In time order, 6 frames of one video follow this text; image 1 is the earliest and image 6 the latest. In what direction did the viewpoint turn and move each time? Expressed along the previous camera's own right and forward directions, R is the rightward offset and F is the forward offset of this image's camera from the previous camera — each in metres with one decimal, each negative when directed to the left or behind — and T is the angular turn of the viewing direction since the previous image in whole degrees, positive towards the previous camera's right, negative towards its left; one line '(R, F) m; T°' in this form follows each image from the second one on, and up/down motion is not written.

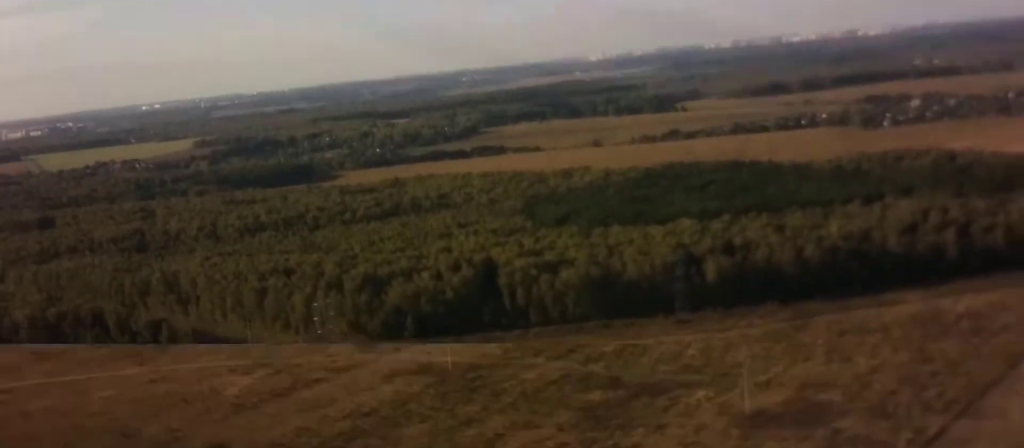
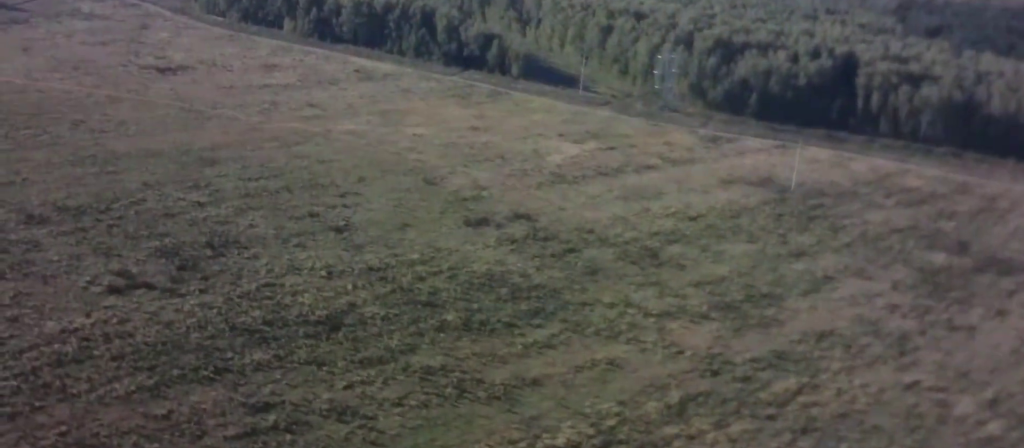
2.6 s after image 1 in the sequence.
(-4.4, +52.3) m; -9°
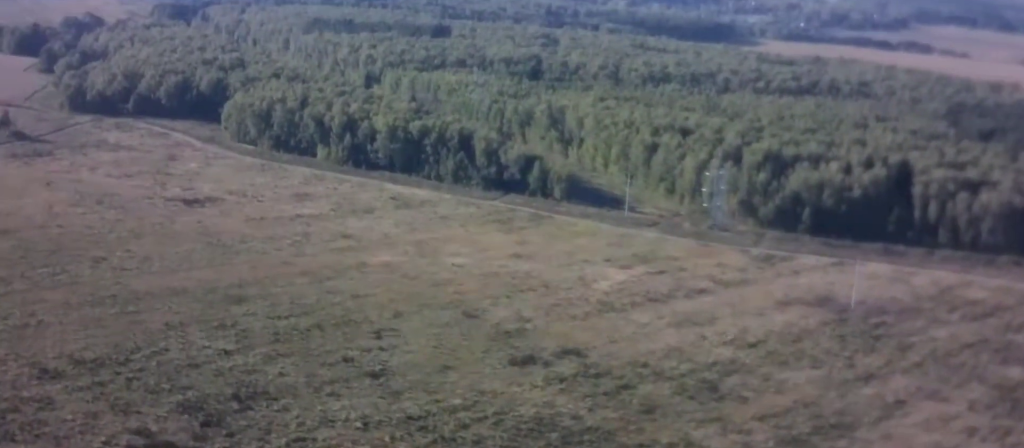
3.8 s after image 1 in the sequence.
(-0.2, +27.3) m; 0°
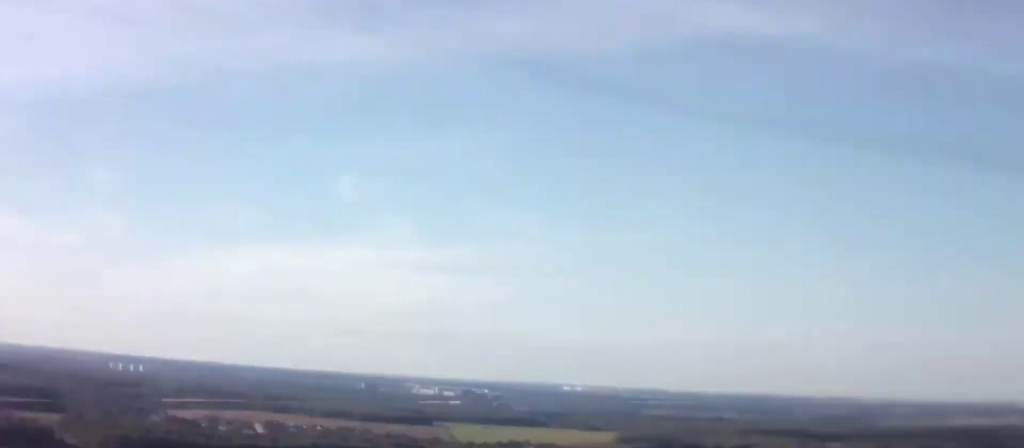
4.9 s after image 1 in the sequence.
(0.0, +26.3) m; 0°
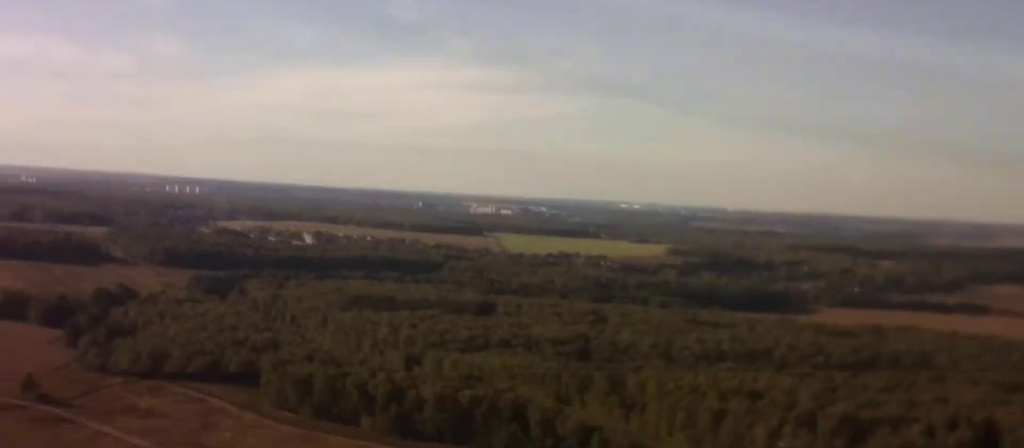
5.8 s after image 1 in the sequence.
(0.0, +19.9) m; 0°
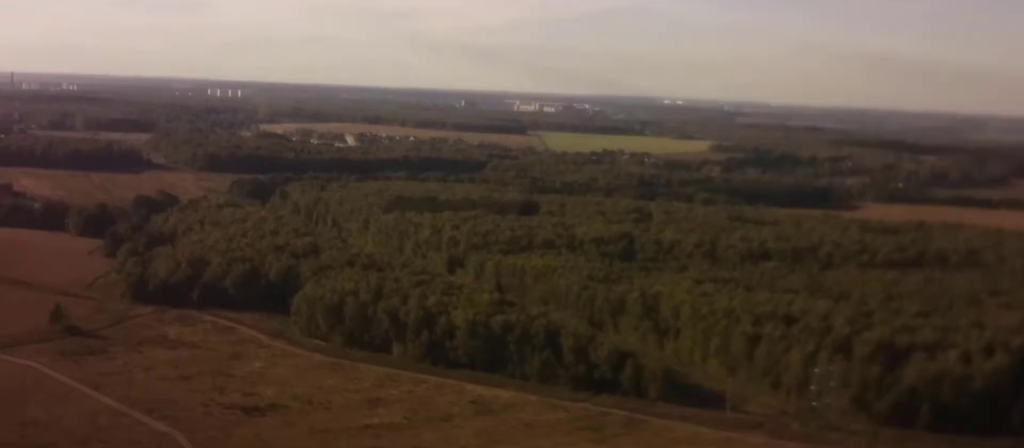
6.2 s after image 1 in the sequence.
(0.0, +10.5) m; 0°
